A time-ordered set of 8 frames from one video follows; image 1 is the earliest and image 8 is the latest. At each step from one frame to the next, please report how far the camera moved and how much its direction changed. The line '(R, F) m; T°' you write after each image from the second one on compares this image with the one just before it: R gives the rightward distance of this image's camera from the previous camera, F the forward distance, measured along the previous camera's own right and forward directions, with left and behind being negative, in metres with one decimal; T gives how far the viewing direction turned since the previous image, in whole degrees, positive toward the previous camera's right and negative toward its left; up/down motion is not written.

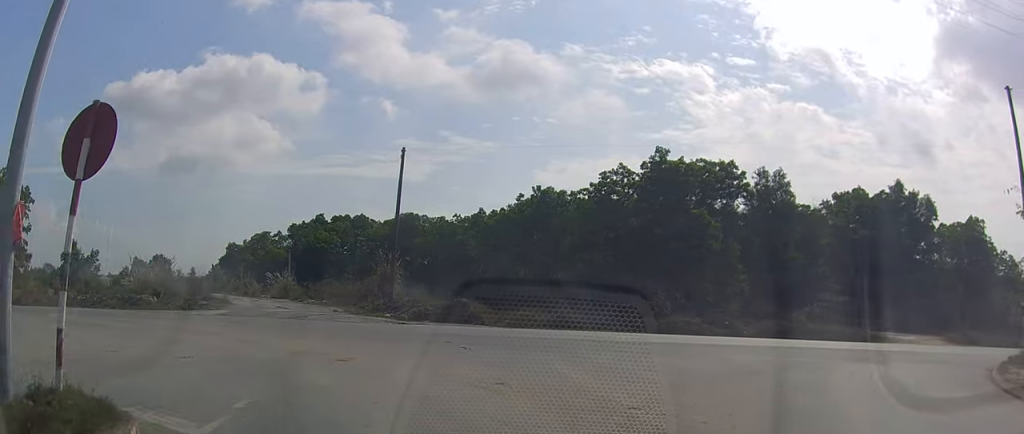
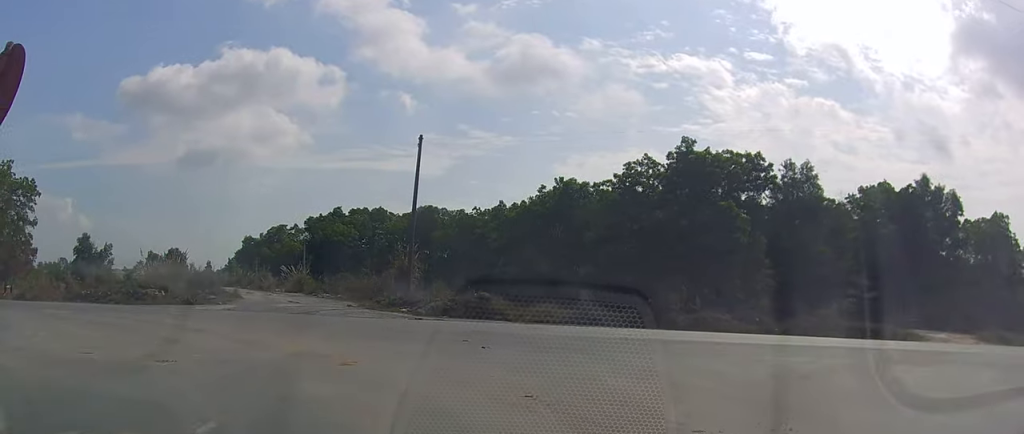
(0.0, +2.4) m; -1°
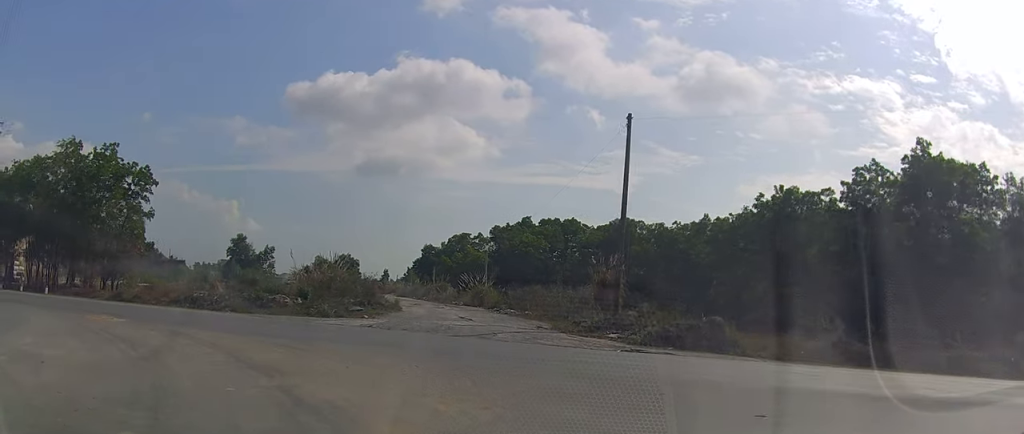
(-0.8, +10.6) m; -12°
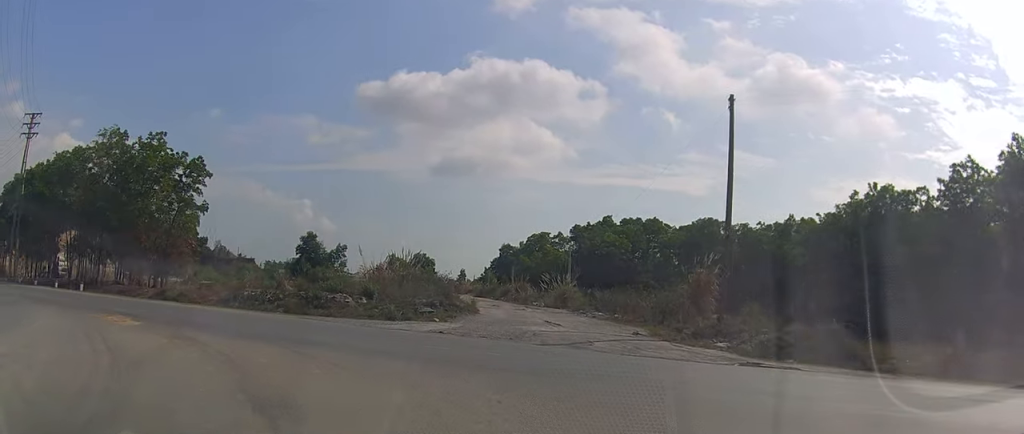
(-0.3, +3.3) m; -10°
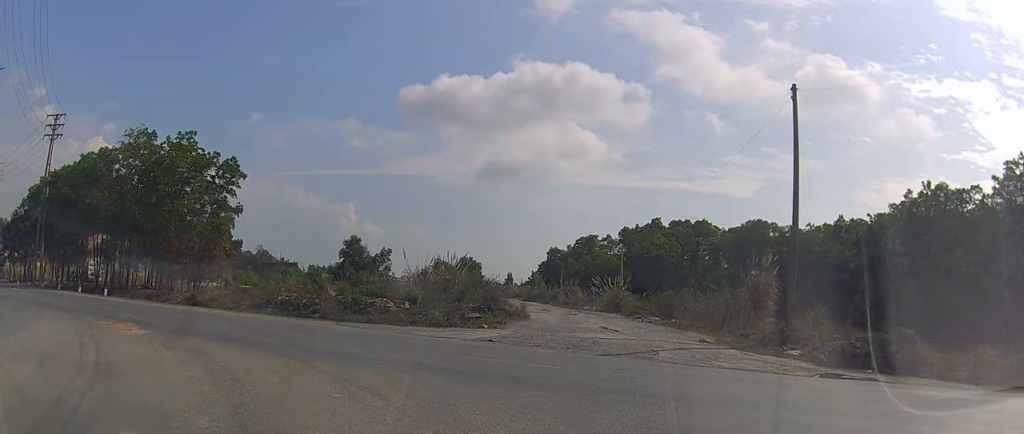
(-0.1, +1.7) m; -6°
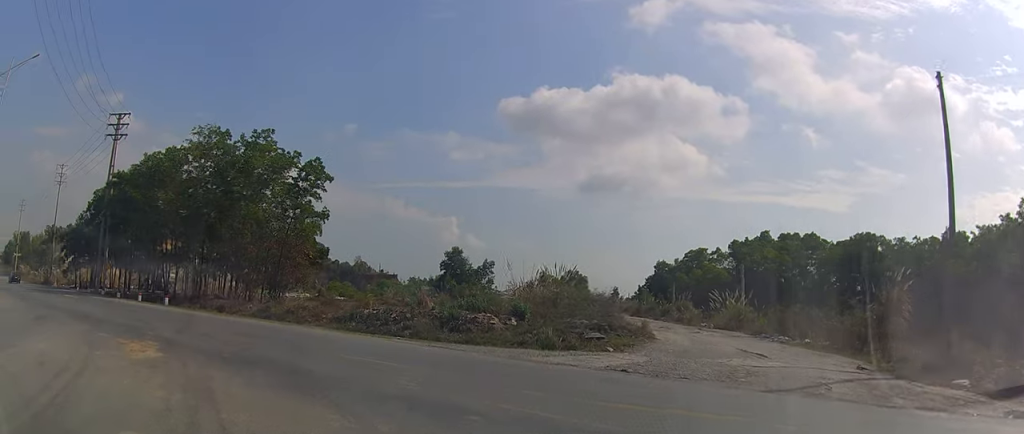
(-0.1, +3.6) m; -7°
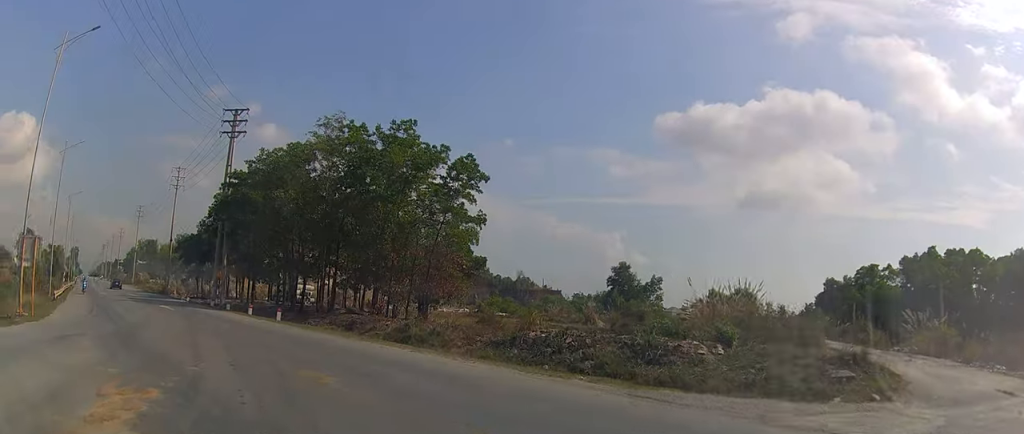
(-0.5, +5.7) m; -11°
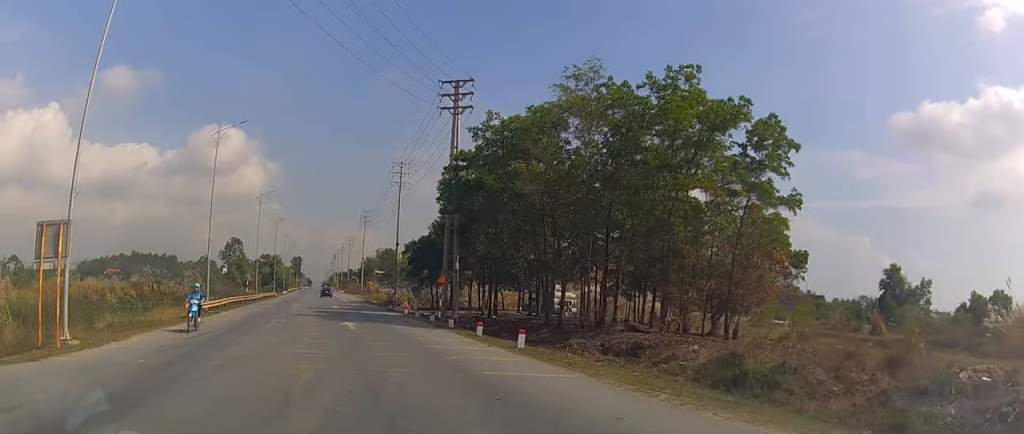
(-1.3, +10.1) m; -14°
